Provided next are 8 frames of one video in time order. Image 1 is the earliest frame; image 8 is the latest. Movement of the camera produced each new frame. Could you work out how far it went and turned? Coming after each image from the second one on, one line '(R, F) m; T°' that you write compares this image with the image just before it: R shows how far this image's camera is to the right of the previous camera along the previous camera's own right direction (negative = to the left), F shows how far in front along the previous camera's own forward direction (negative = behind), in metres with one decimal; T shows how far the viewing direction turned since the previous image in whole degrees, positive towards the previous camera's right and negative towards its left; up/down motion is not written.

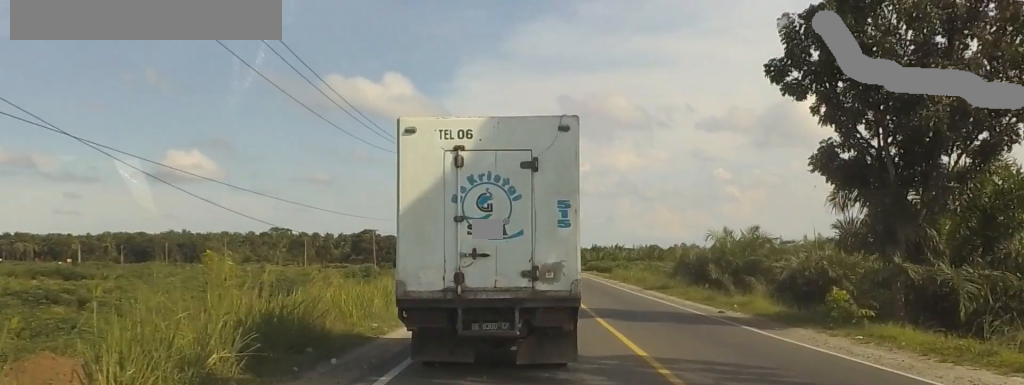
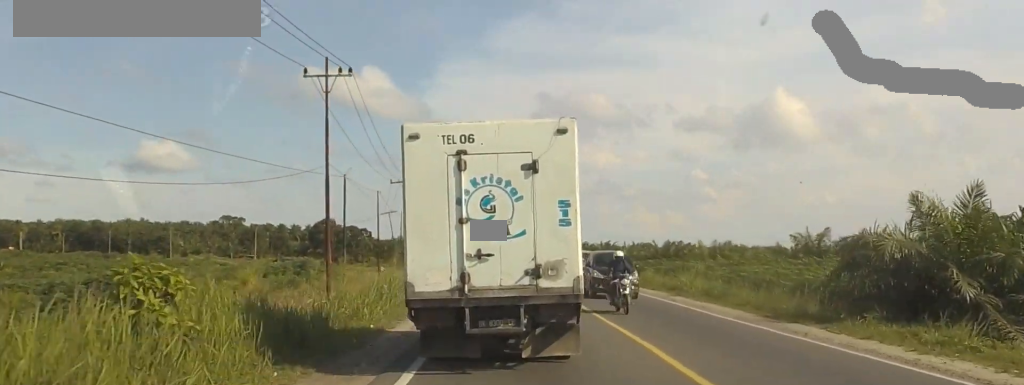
(+1.1, +26.1) m; +3°
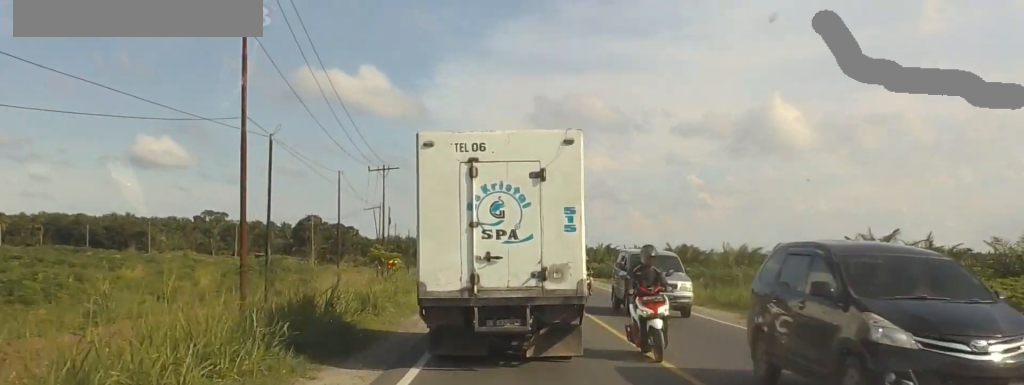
(0.0, +11.1) m; 0°
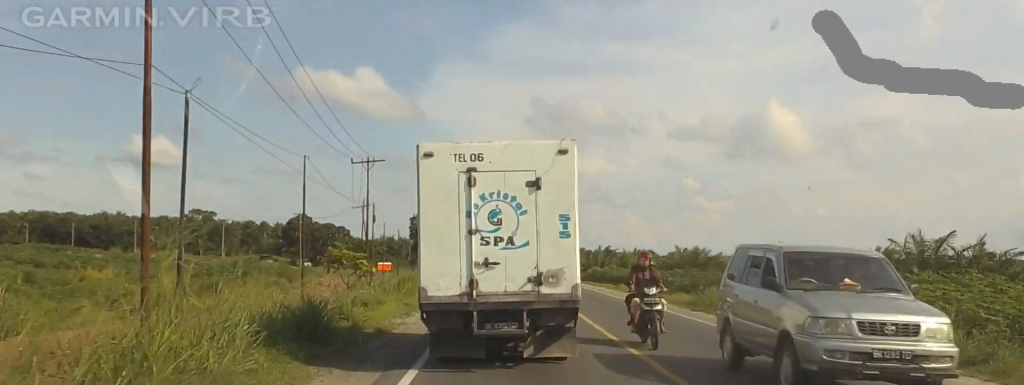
(0.0, +6.3) m; 0°
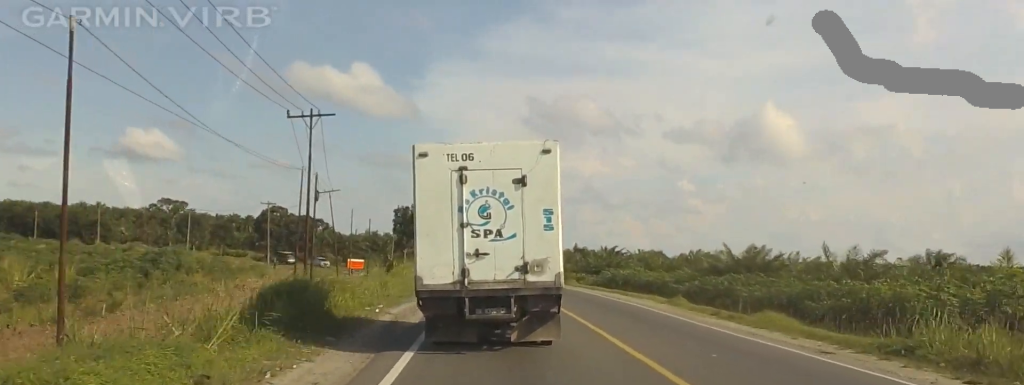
(0.0, +17.3) m; 0°
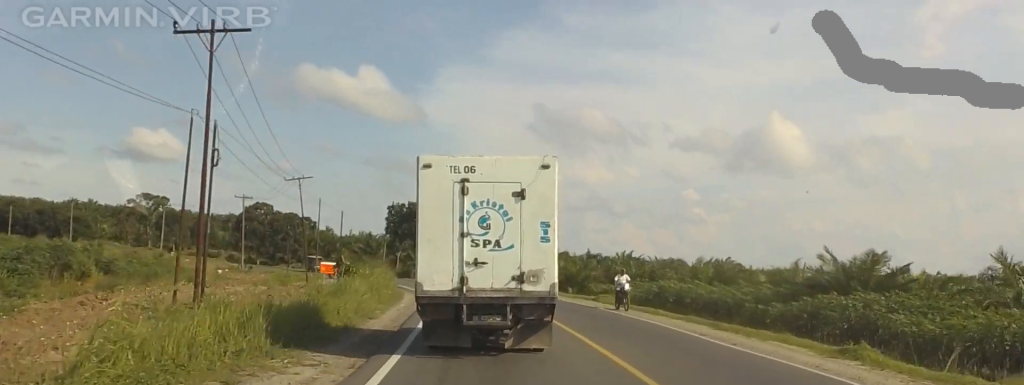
(0.0, +16.7) m; 0°
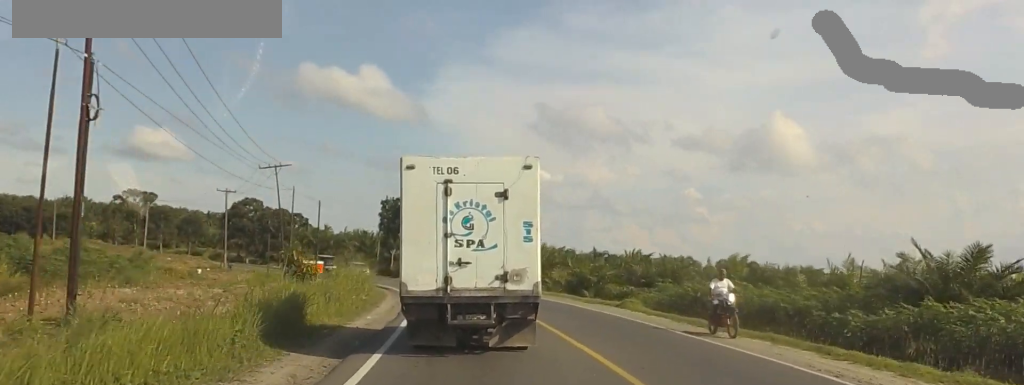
(0.0, +8.8) m; 0°
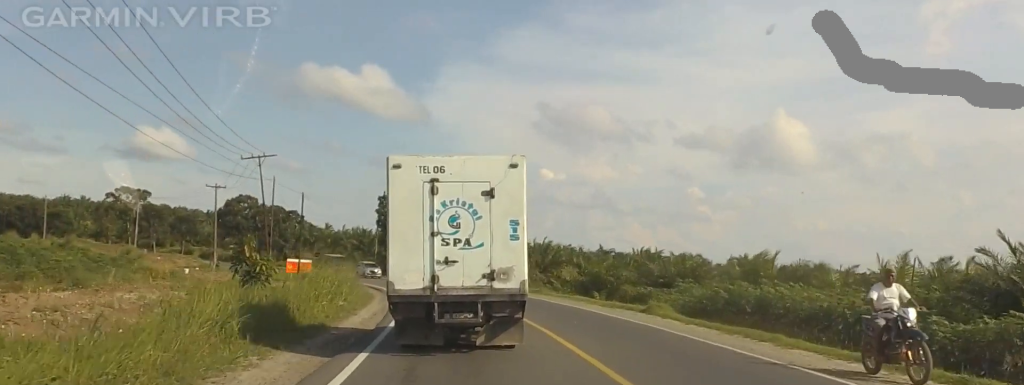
(0.0, +5.7) m; 0°
